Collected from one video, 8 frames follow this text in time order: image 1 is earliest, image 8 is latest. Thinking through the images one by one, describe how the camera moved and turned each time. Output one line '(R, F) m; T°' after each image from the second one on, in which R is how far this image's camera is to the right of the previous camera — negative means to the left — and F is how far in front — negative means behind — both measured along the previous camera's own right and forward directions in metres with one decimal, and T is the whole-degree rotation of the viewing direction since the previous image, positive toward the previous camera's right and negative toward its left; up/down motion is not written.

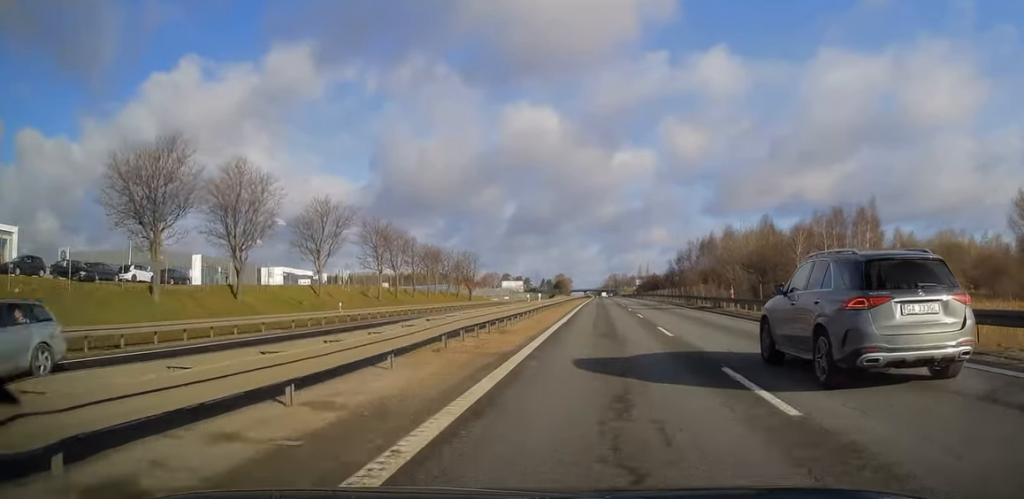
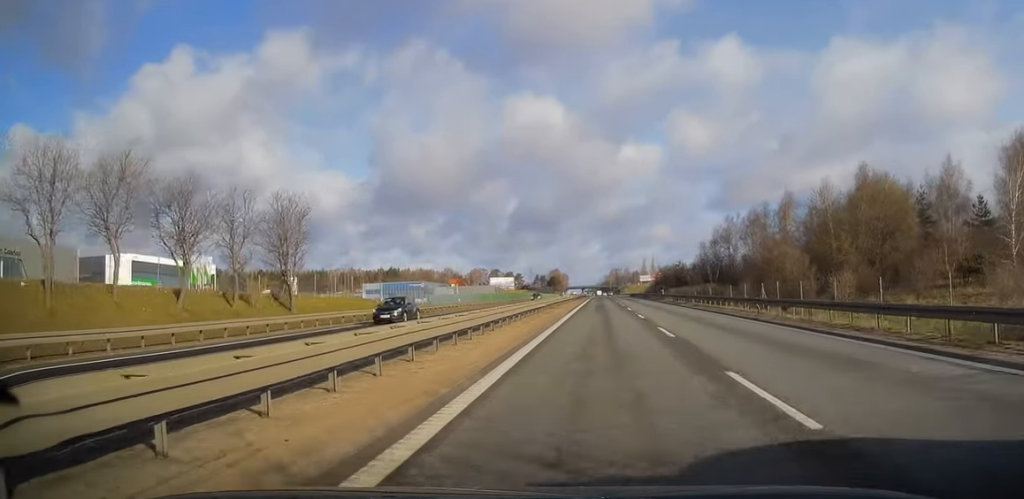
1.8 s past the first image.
(0.0, +60.6) m; 0°
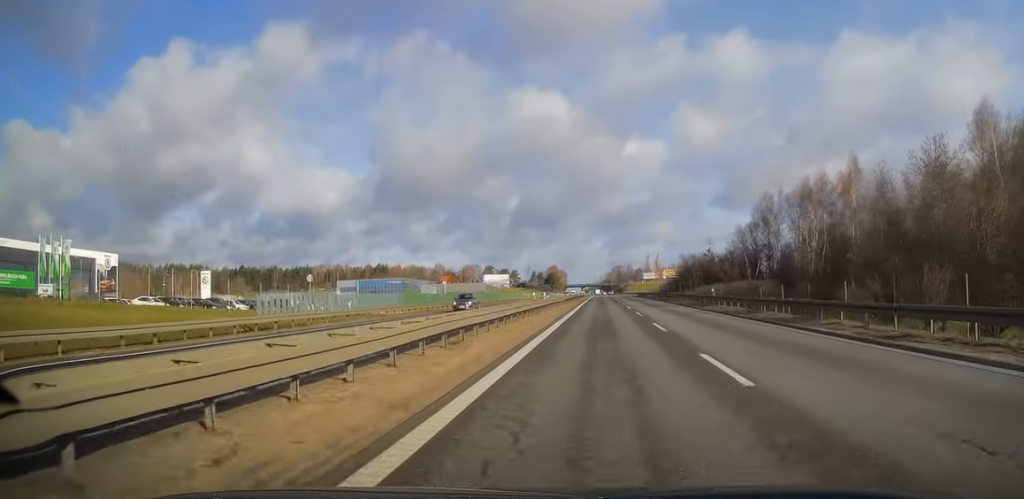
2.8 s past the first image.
(0.0, +33.1) m; 0°
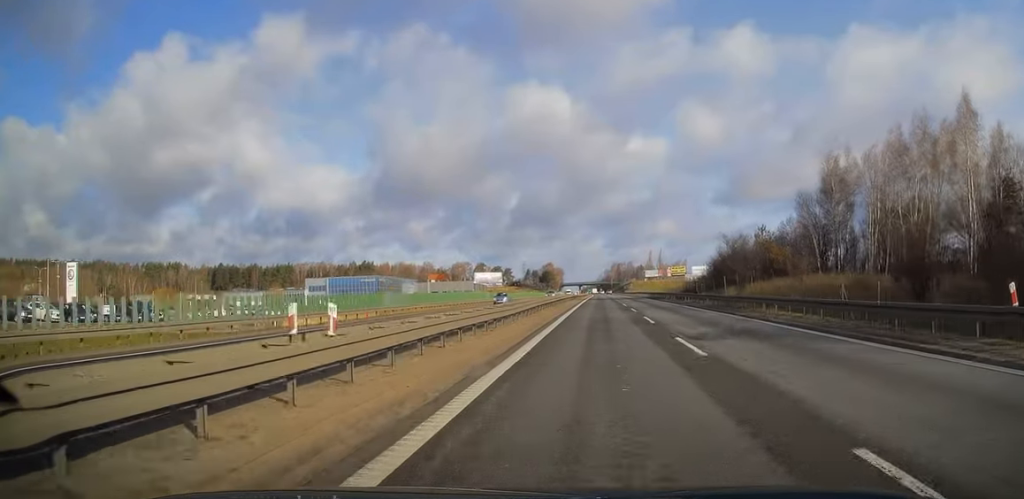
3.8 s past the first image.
(+0.1, +32.1) m; 0°
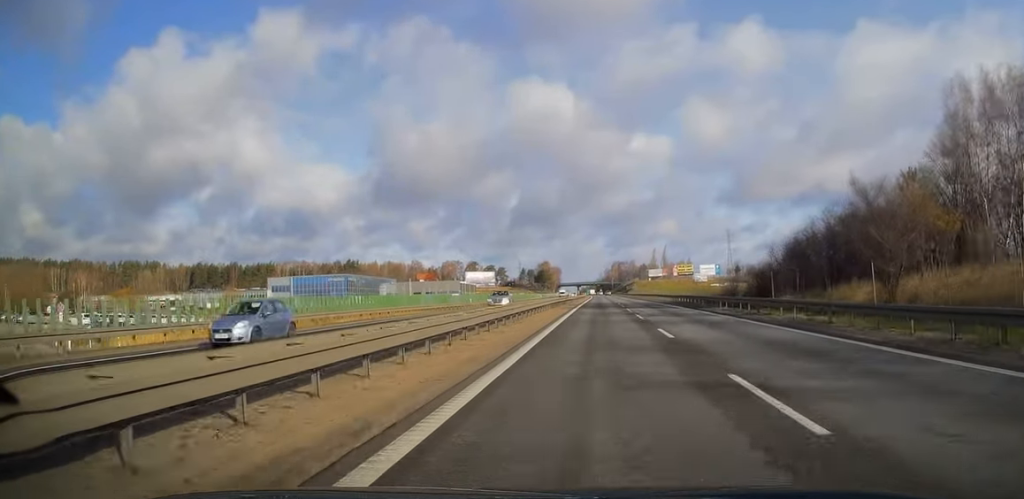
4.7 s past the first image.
(0.0, +31.0) m; 0°
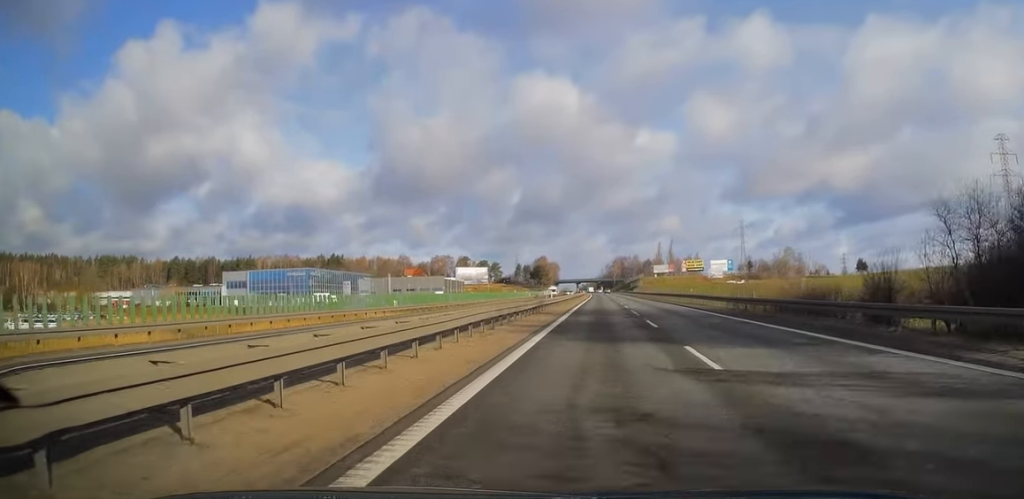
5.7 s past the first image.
(0.0, +31.0) m; 0°
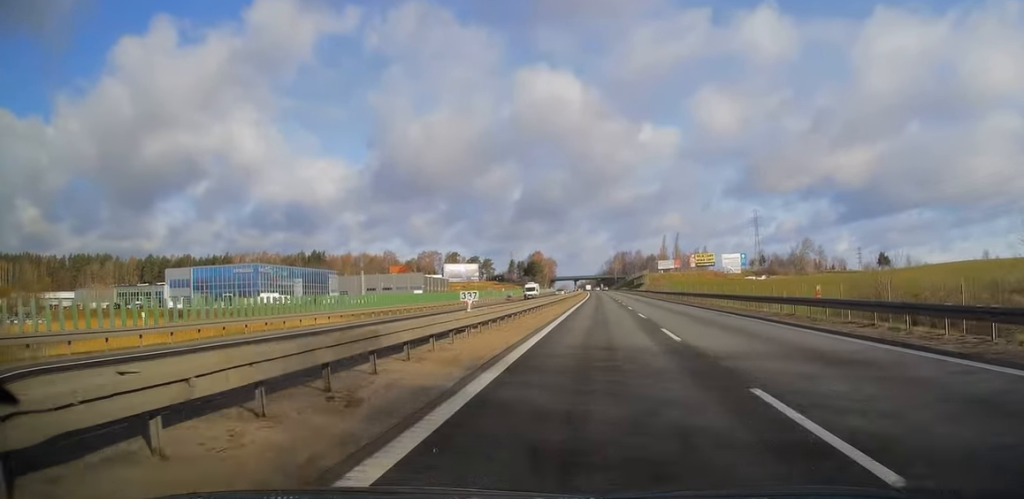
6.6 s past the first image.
(-0.2, +30.4) m; 0°
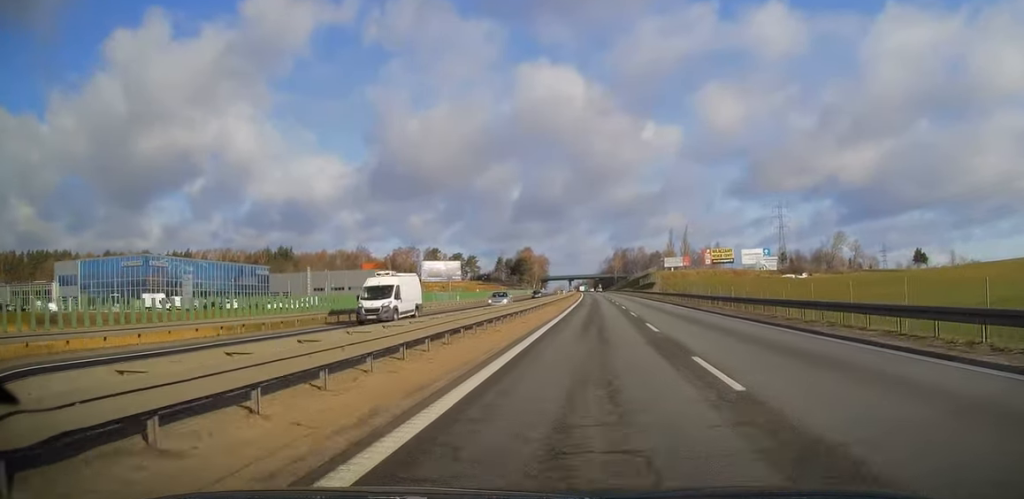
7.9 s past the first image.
(+0.3, +43.8) m; 0°
